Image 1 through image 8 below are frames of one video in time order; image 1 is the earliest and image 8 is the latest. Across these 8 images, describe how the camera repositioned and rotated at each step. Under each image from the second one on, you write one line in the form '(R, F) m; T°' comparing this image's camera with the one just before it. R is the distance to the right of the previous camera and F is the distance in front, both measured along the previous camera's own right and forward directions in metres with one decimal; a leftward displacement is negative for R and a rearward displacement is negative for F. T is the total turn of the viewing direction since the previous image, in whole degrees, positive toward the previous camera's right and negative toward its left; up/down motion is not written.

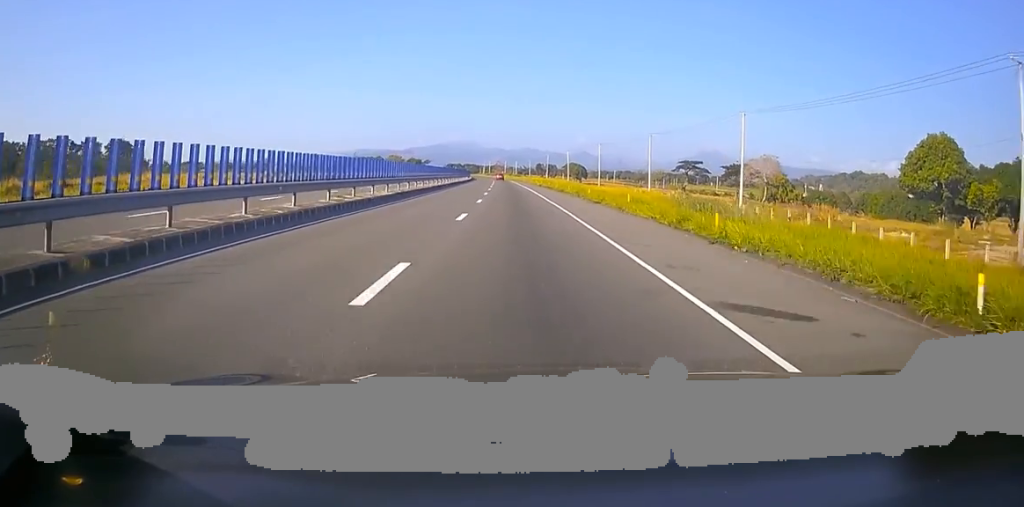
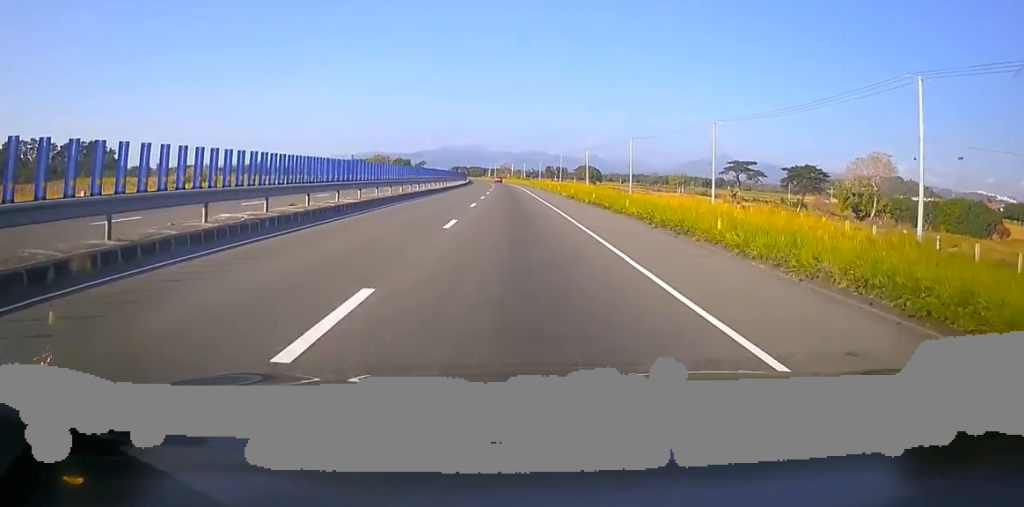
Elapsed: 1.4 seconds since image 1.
(+0.1, +39.1) m; 0°
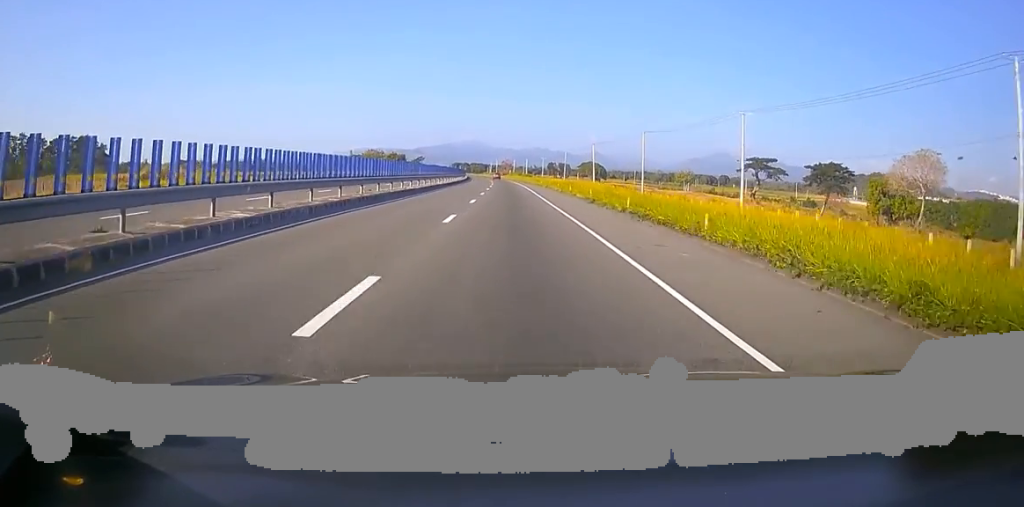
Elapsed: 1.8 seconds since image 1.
(0.0, +11.6) m; 0°
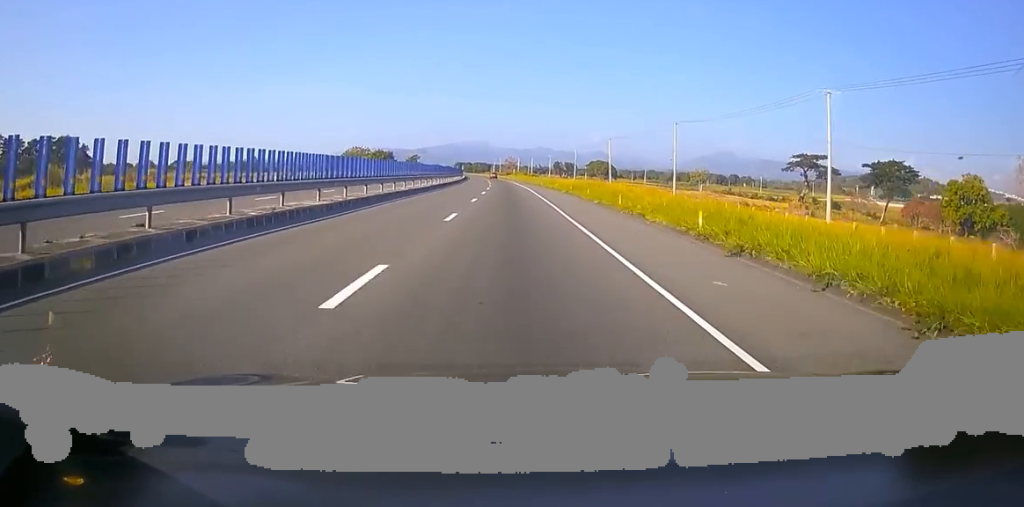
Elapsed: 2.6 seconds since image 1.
(0.0, +23.1) m; -1°
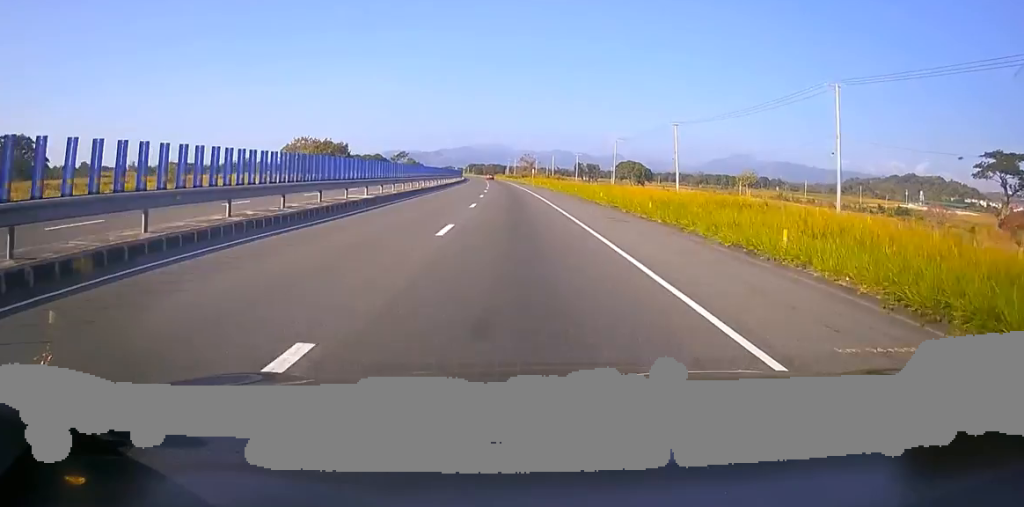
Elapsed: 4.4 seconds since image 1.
(-1.6, +52.2) m; -3°
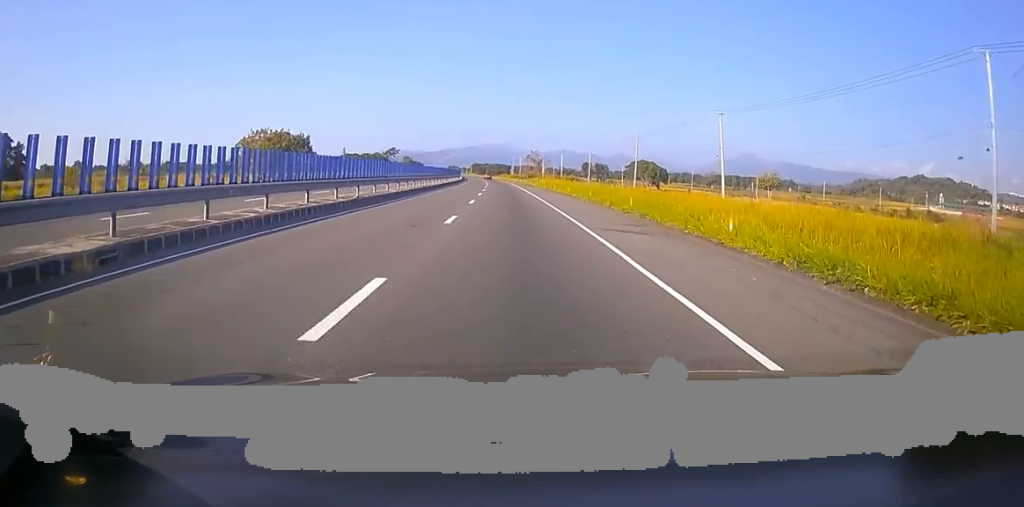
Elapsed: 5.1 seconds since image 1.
(-0.3, +21.0) m; 0°
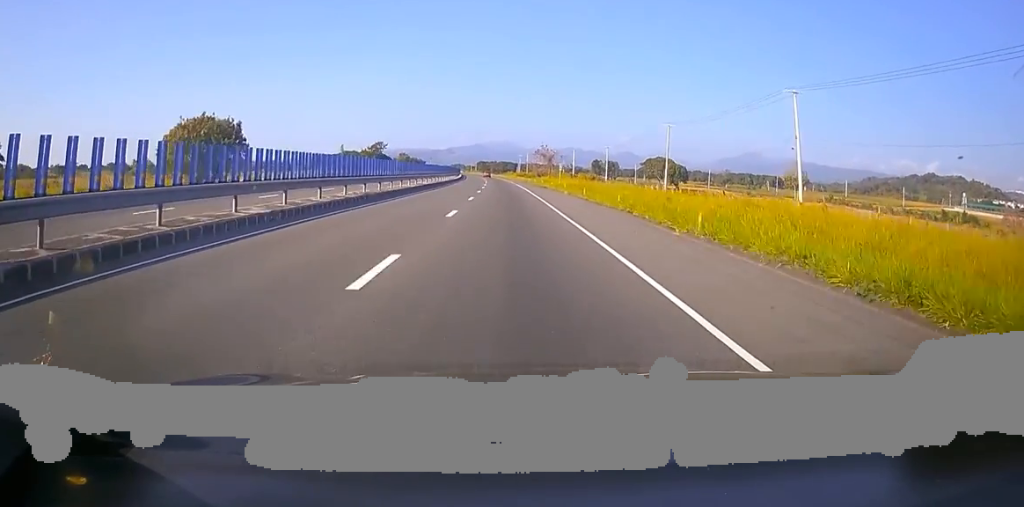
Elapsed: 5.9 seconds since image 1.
(0.0, +22.0) m; 0°
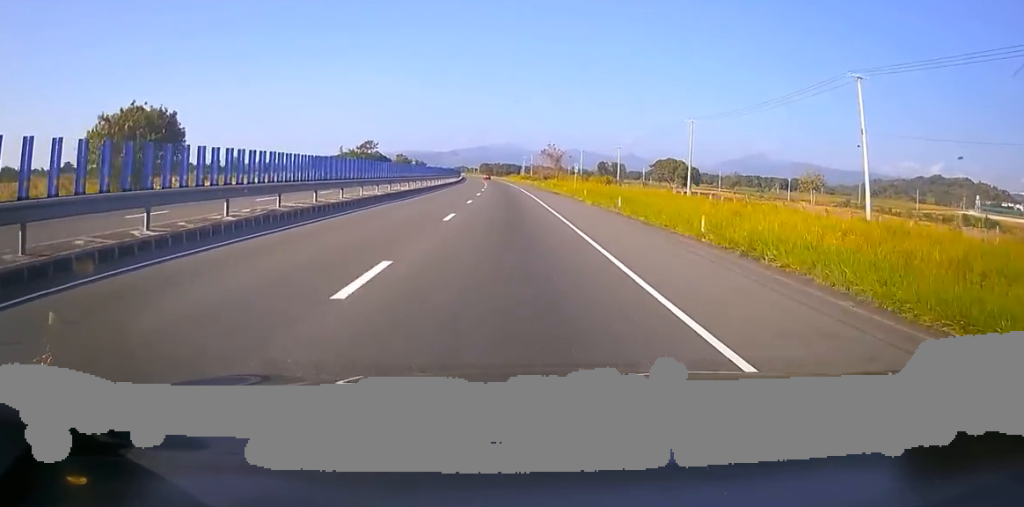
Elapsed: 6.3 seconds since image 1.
(+0.5, +12.4) m; -1°
